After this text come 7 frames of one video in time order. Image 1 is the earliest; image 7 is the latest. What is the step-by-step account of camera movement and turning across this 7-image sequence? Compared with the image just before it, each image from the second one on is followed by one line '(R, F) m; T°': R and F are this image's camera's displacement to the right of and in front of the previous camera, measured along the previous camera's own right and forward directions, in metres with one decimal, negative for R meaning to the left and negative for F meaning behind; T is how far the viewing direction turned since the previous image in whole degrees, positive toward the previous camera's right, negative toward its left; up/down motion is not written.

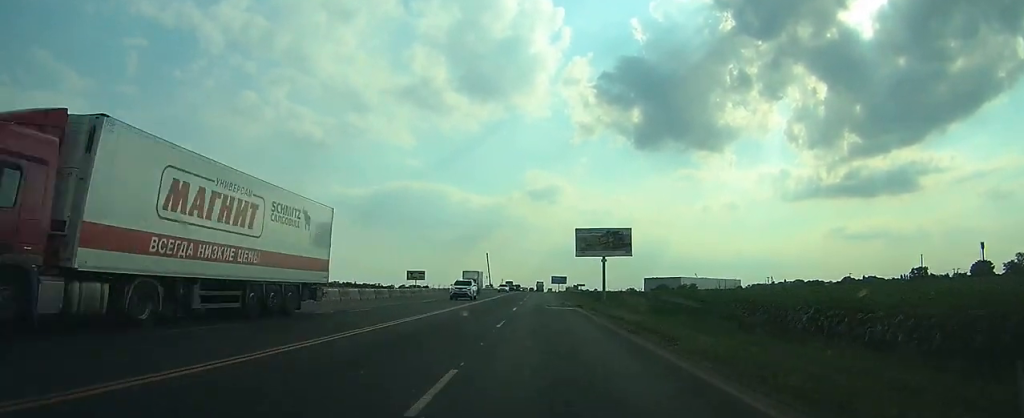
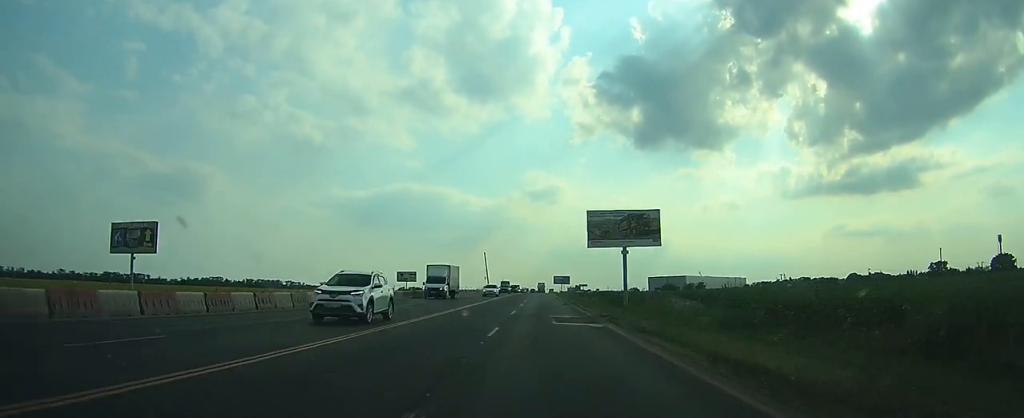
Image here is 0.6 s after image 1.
(+0.1, +14.9) m; 0°
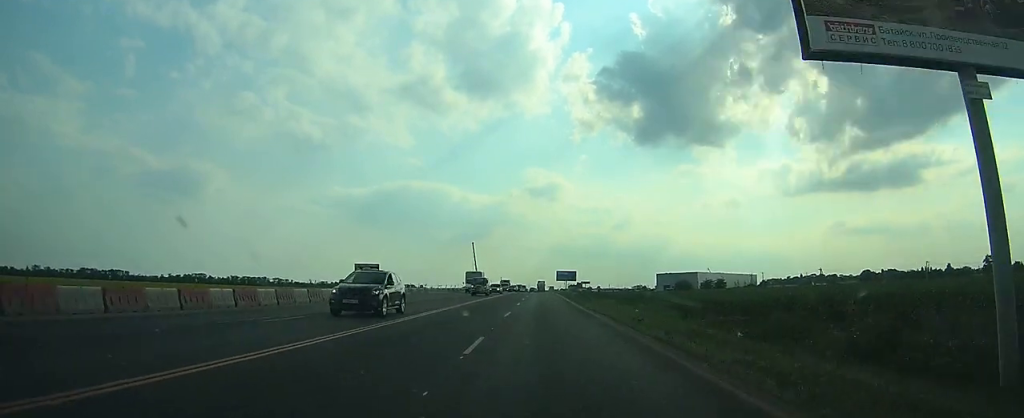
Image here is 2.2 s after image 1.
(0.0, +40.5) m; 0°
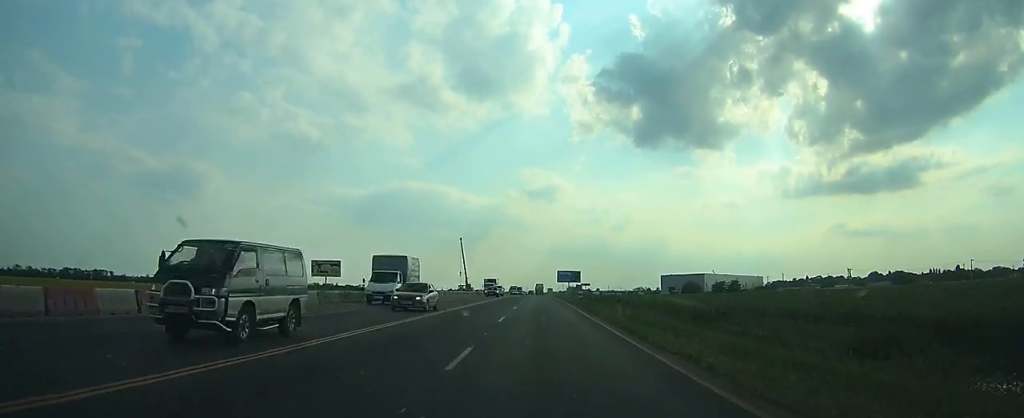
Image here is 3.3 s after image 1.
(0.0, +25.6) m; 0°
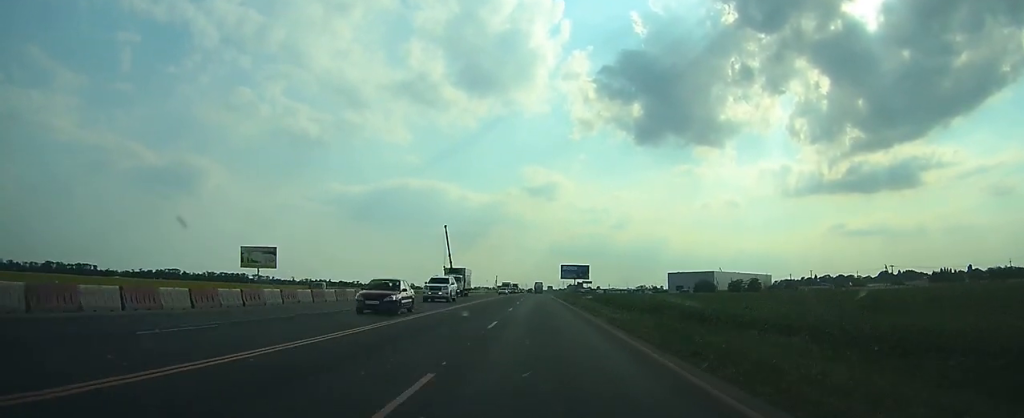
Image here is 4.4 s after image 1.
(0.0, +27.9) m; 0°
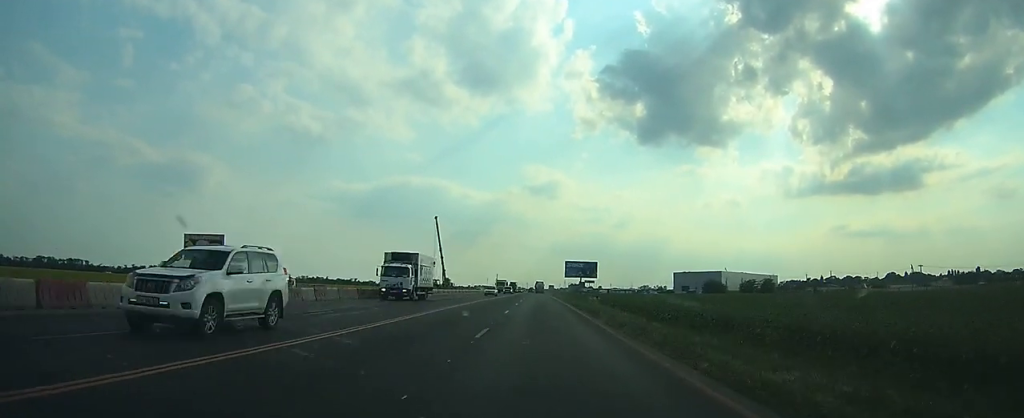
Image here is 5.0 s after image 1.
(0.0, +15.5) m; 0°
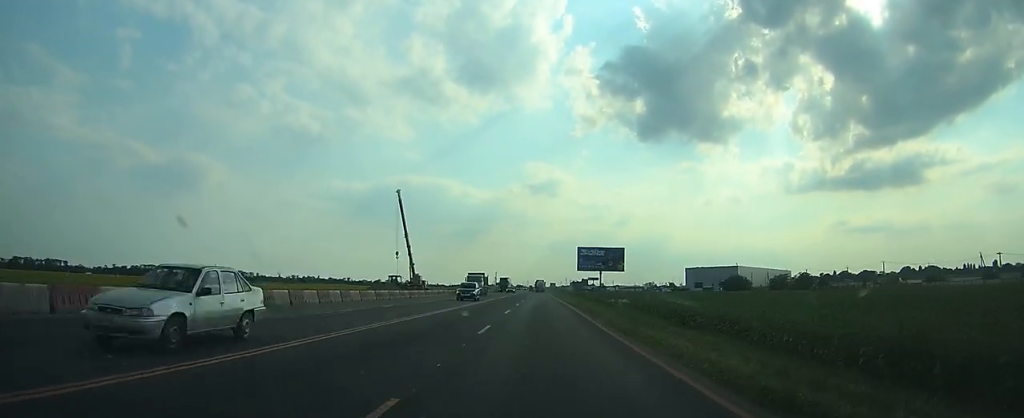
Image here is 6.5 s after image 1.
(-0.2, +35.3) m; 0°
